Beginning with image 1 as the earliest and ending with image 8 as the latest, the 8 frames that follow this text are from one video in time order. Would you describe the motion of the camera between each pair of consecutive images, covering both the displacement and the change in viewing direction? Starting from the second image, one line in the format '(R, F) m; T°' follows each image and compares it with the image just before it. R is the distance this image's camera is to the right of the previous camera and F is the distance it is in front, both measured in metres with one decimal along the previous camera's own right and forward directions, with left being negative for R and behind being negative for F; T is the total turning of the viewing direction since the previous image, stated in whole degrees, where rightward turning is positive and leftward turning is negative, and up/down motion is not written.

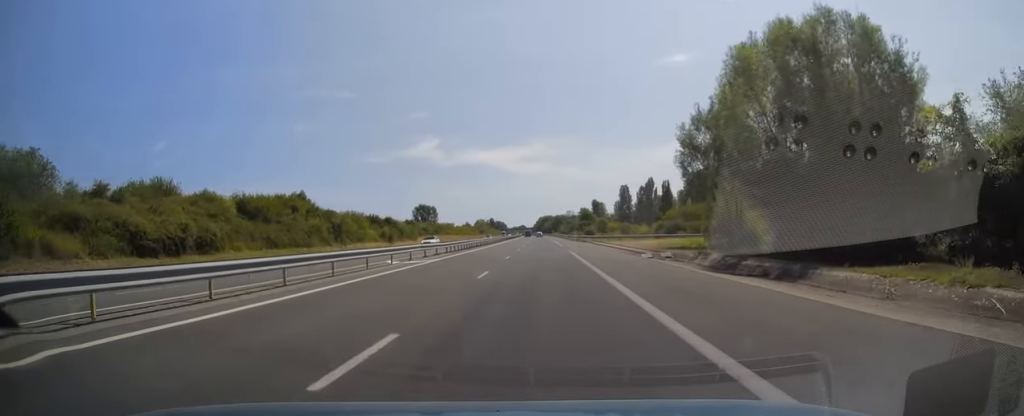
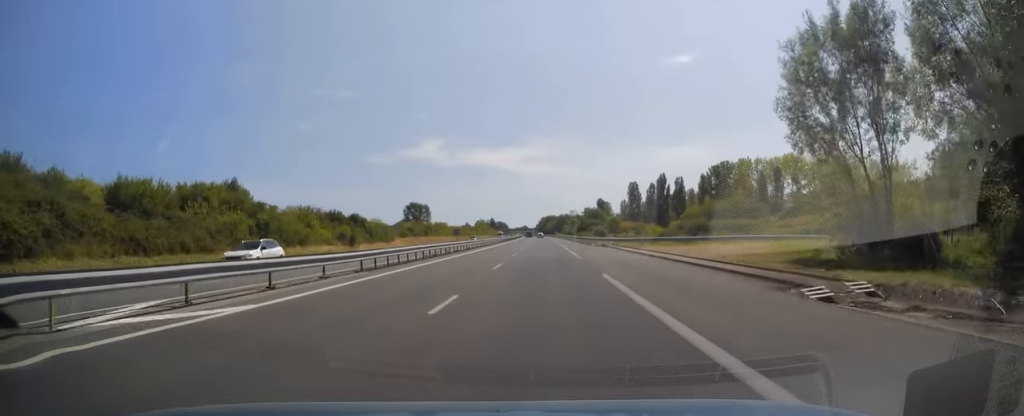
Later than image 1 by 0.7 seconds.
(-0.4, +22.5) m; 0°
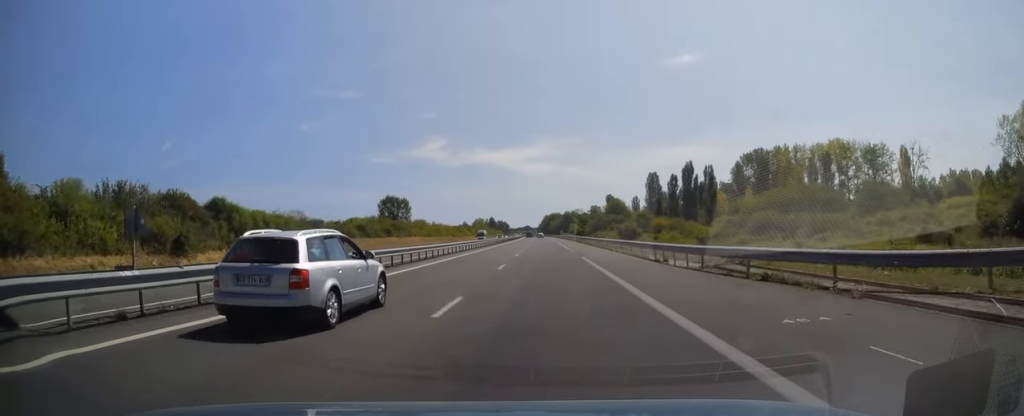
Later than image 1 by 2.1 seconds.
(+0.1, +41.3) m; 0°
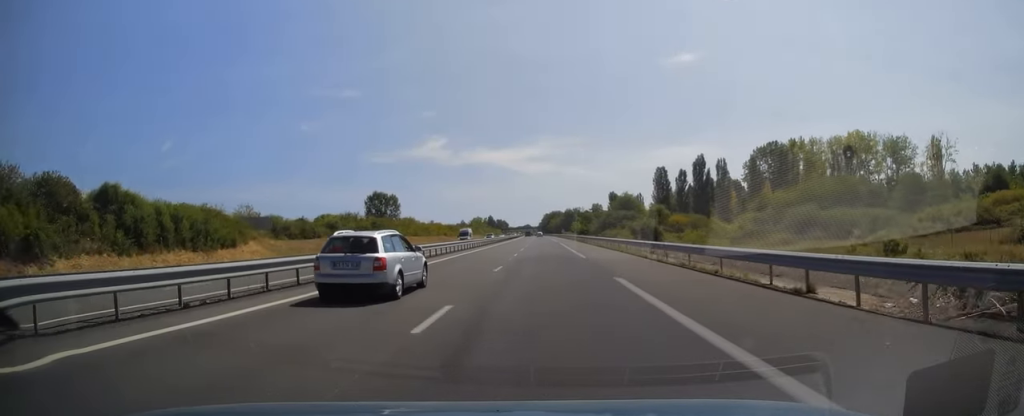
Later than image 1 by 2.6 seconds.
(0.0, +15.2) m; 0°
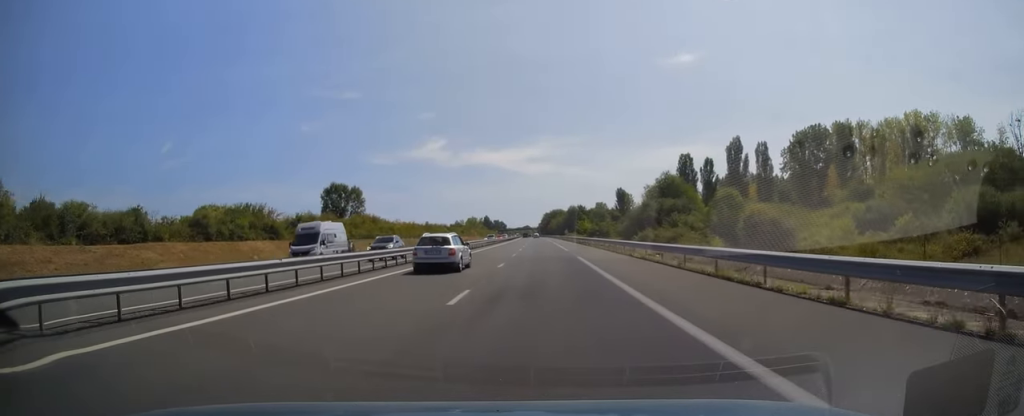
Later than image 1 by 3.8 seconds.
(+0.1, +36.7) m; 0°
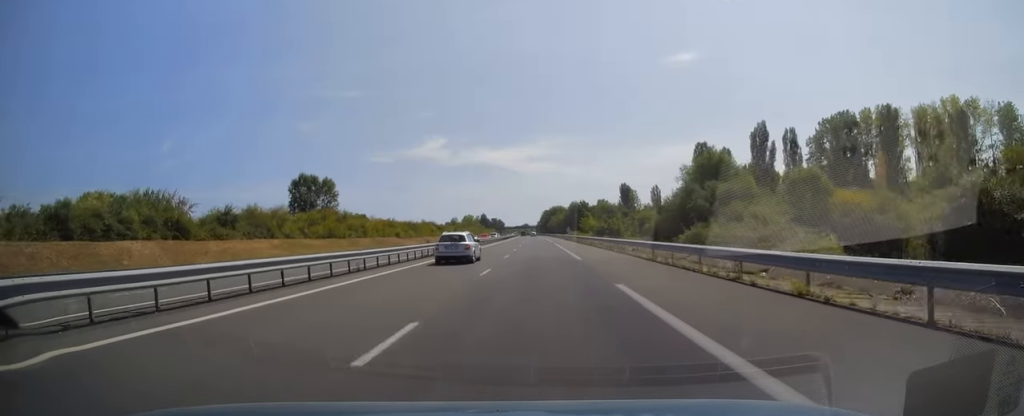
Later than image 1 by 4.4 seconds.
(-0.1, +18.9) m; 0°
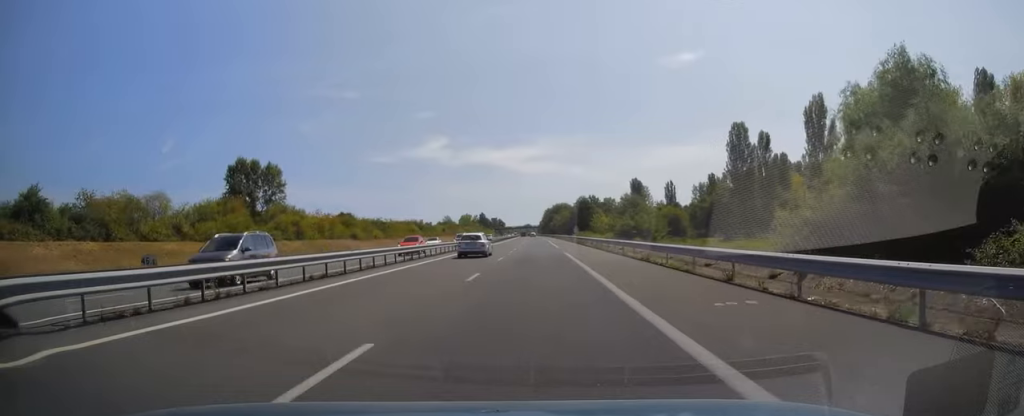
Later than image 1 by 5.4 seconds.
(-0.1, +28.3) m; 0°
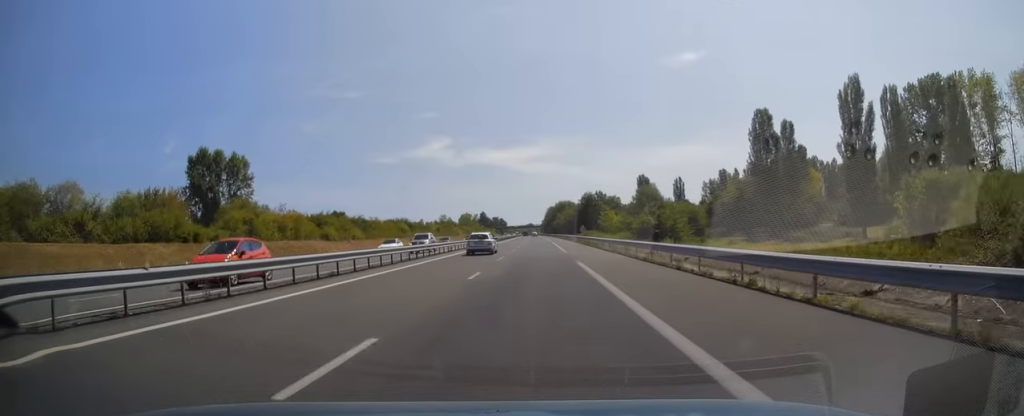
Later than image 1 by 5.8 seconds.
(+0.1, +12.9) m; 0°
